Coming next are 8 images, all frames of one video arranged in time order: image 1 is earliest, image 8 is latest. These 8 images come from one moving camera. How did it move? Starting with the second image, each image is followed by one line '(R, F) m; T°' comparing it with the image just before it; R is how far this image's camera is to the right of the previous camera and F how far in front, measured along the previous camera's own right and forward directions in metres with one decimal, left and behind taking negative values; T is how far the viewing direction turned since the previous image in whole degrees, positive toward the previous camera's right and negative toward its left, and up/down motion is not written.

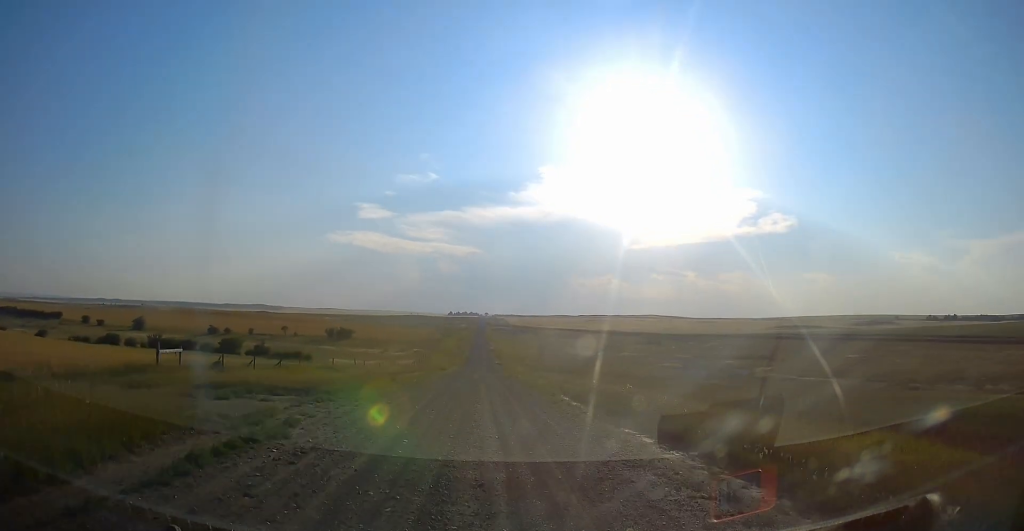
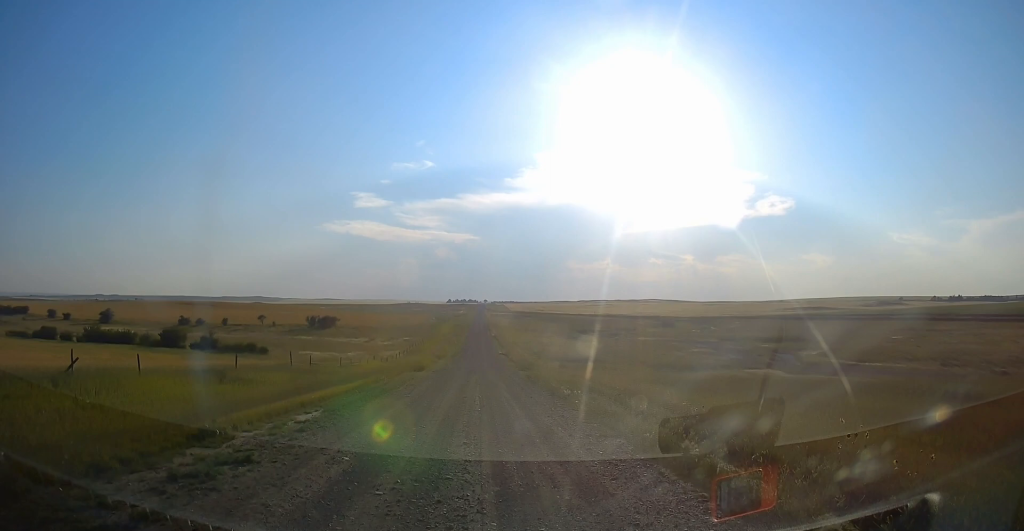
(+0.5, +21.8) m; 0°
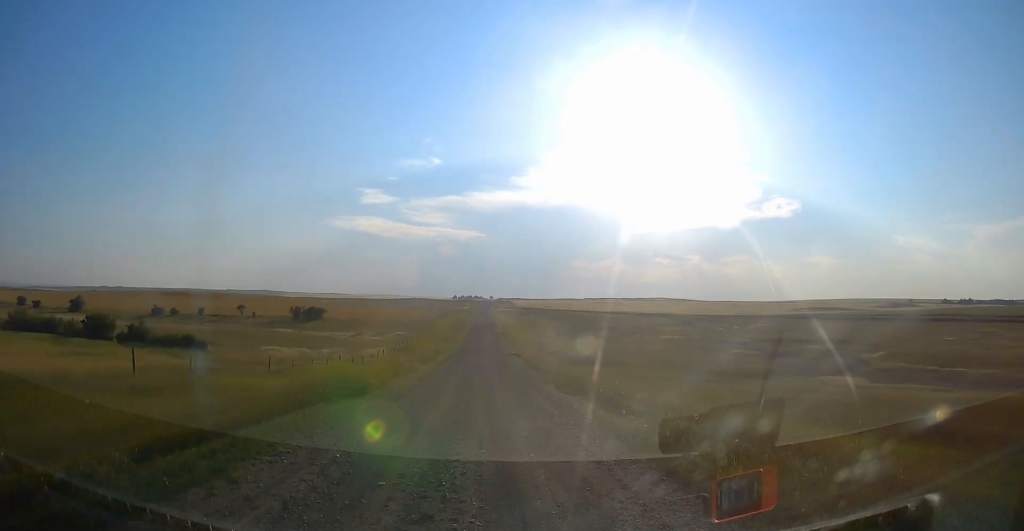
(-0.5, +20.3) m; -2°
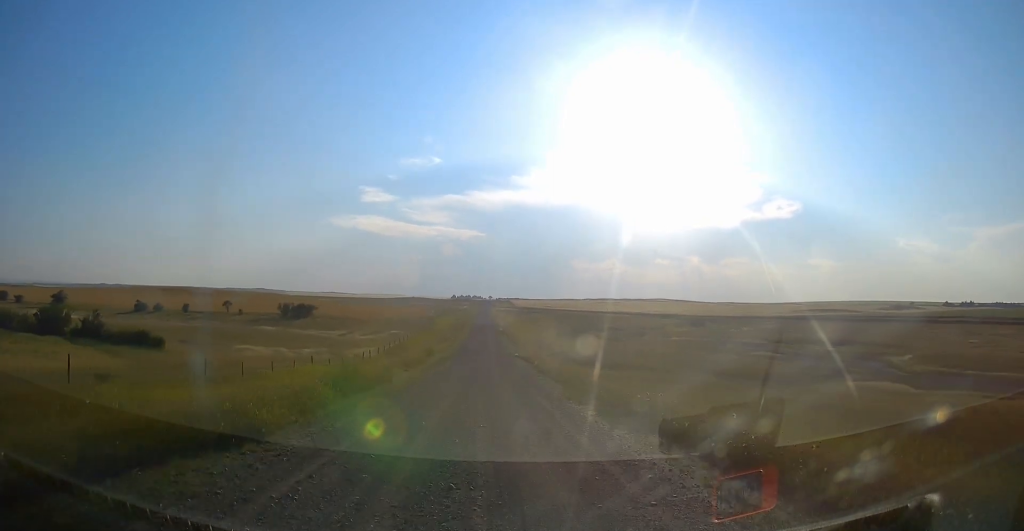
(0.0, +8.7) m; 0°
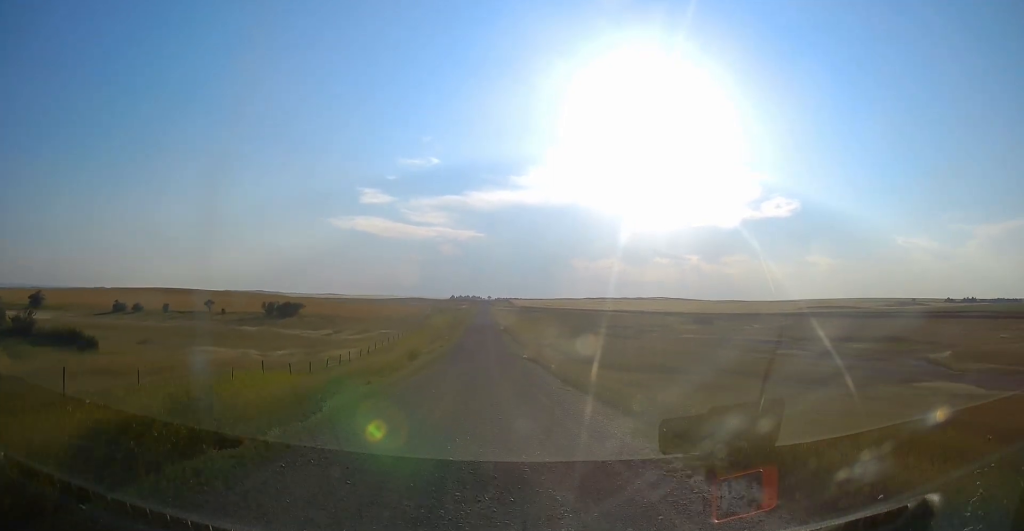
(0.0, +10.7) m; 0°
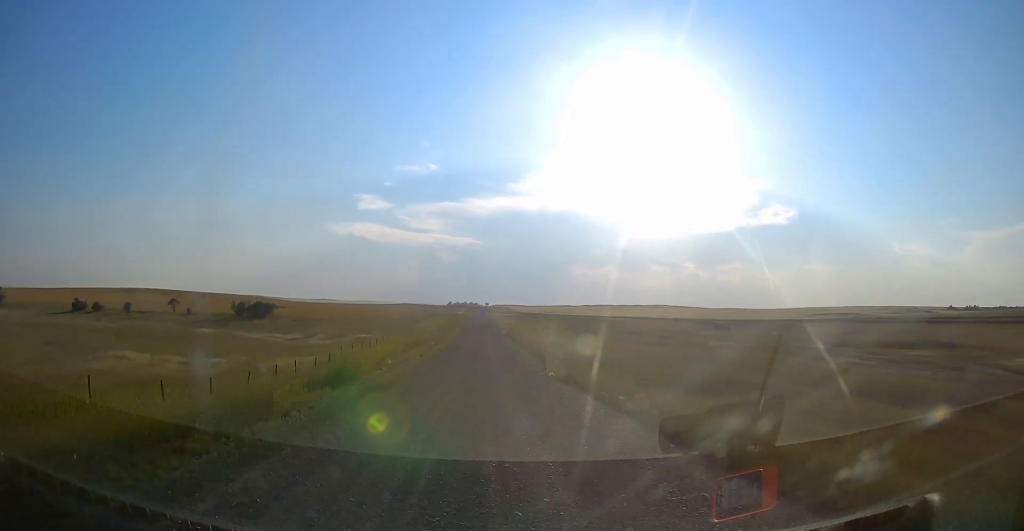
(0.0, +17.0) m; 0°
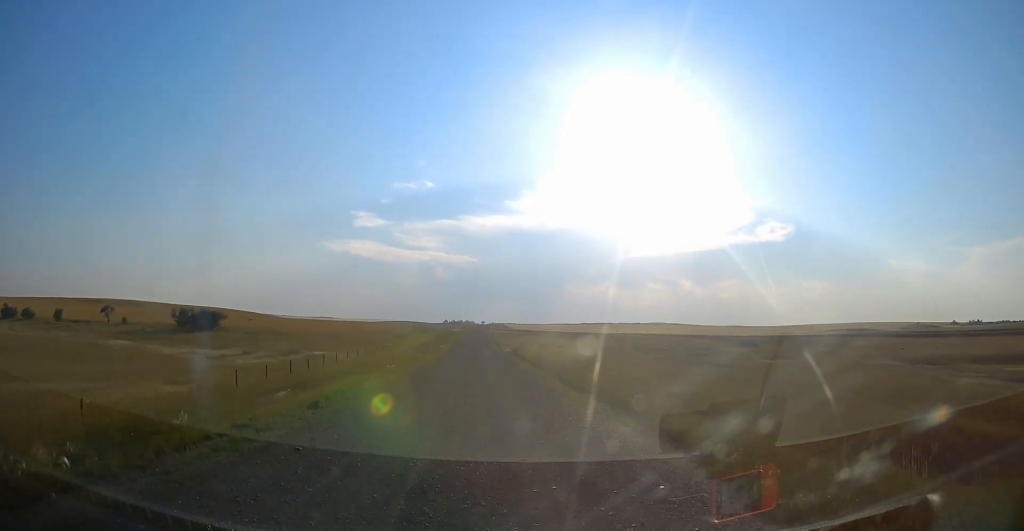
(0.0, +24.5) m; 0°
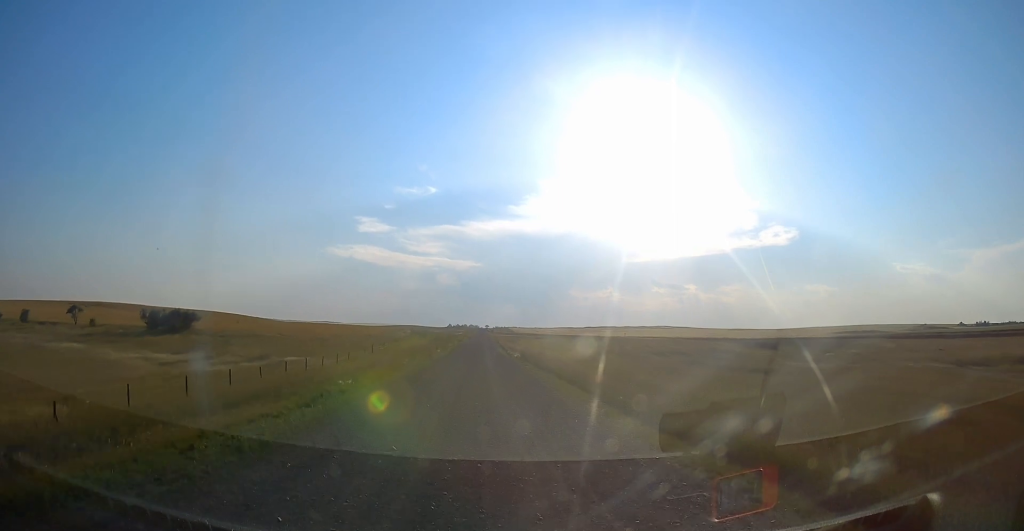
(0.0, +11.5) m; 0°
